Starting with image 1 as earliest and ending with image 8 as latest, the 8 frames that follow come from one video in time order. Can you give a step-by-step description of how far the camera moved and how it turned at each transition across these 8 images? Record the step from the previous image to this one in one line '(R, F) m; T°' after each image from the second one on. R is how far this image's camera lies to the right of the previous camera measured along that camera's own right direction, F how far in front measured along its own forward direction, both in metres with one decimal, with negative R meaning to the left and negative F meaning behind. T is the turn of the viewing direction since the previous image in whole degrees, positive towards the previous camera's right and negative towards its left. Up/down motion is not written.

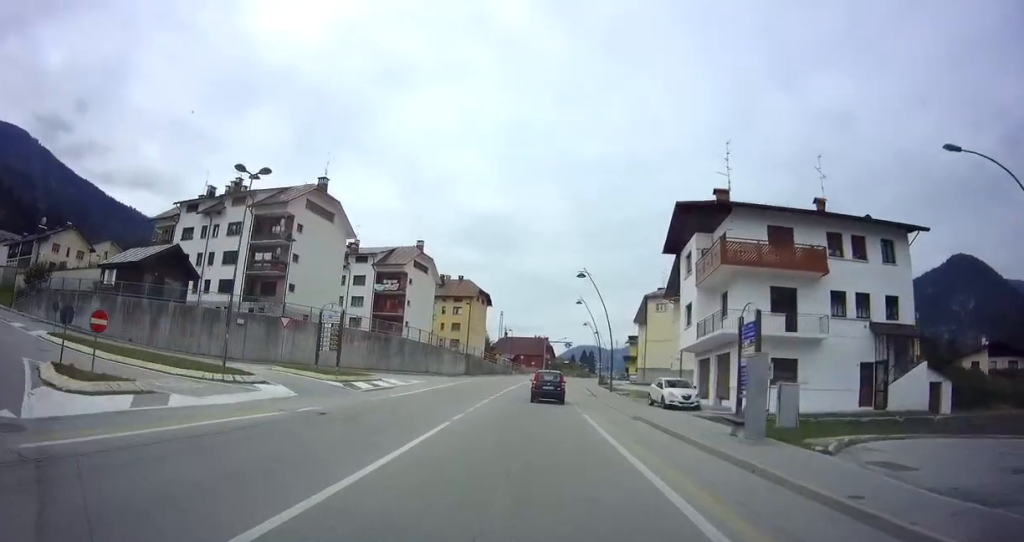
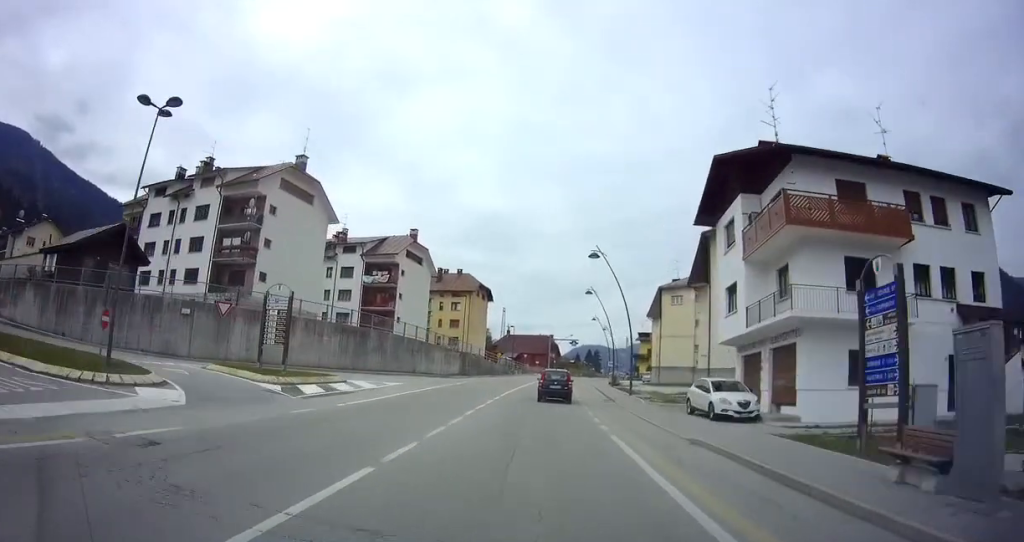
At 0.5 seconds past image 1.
(-0.1, +6.7) m; 0°
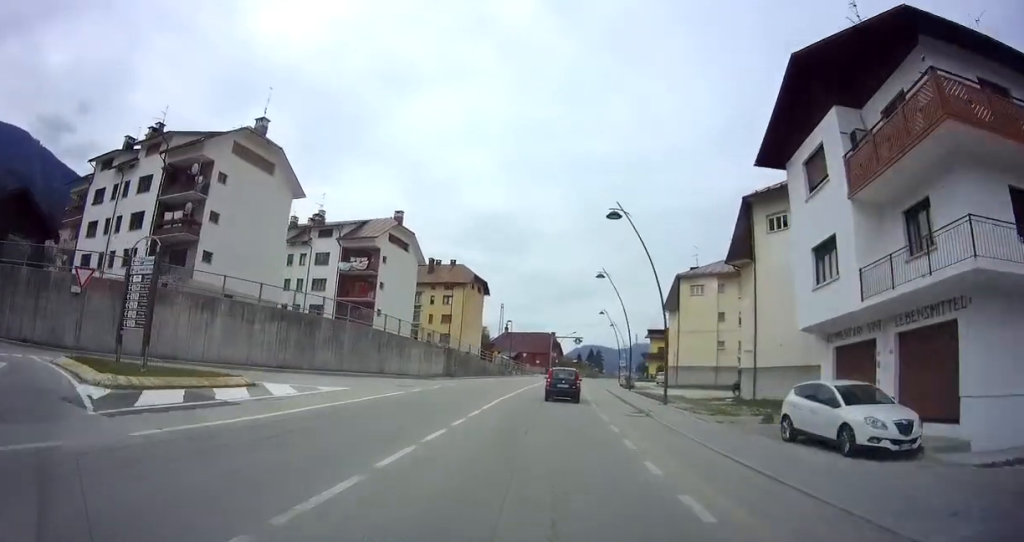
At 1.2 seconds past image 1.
(-0.1, +8.8) m; +1°
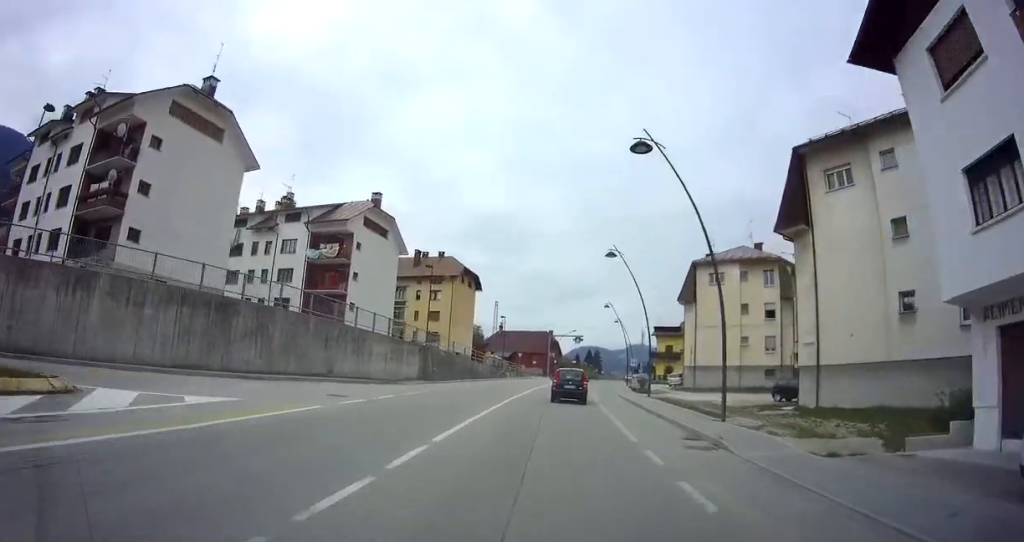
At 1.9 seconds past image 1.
(+0.2, +7.8) m; +1°
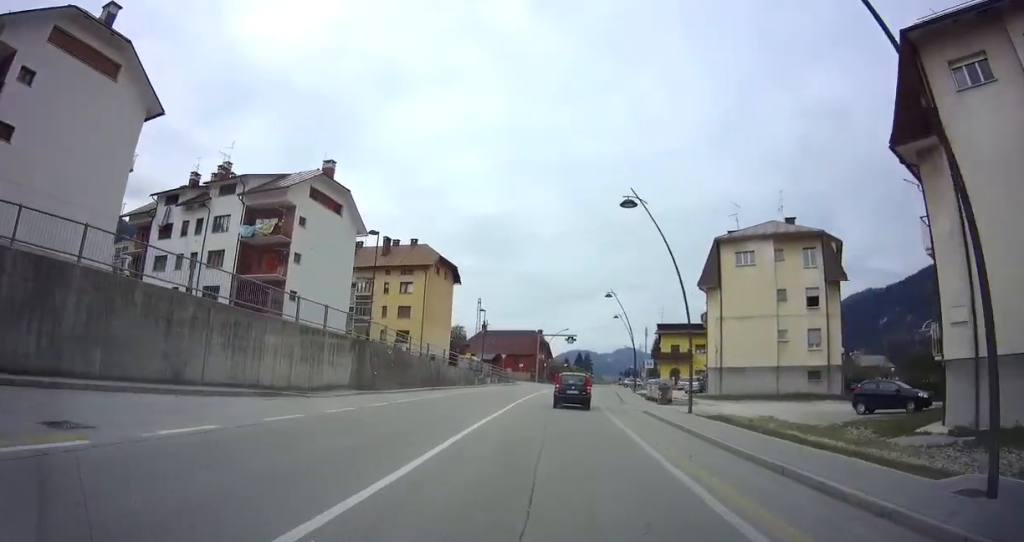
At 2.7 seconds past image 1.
(+0.2, +10.4) m; +1°
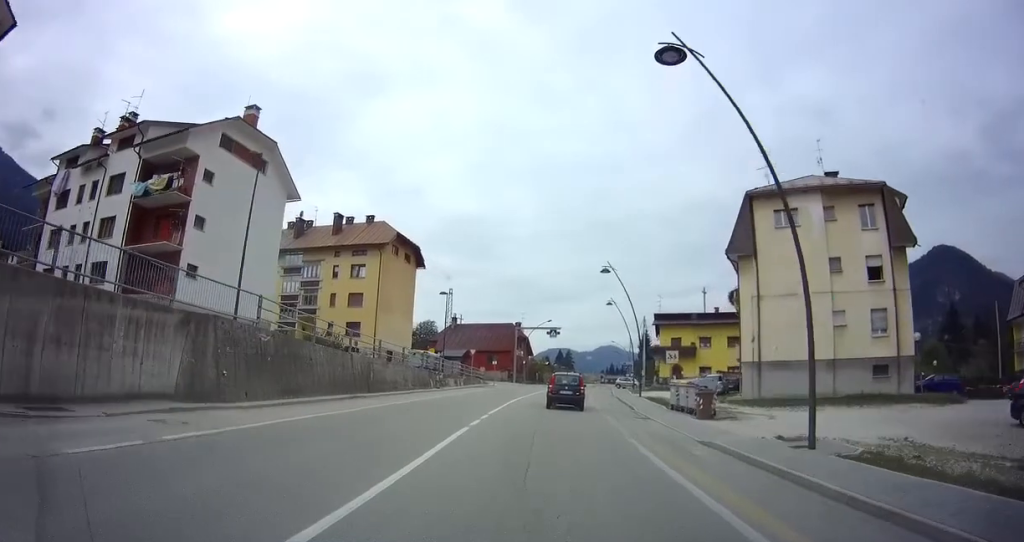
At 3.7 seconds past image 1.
(0.0, +11.2) m; +1°
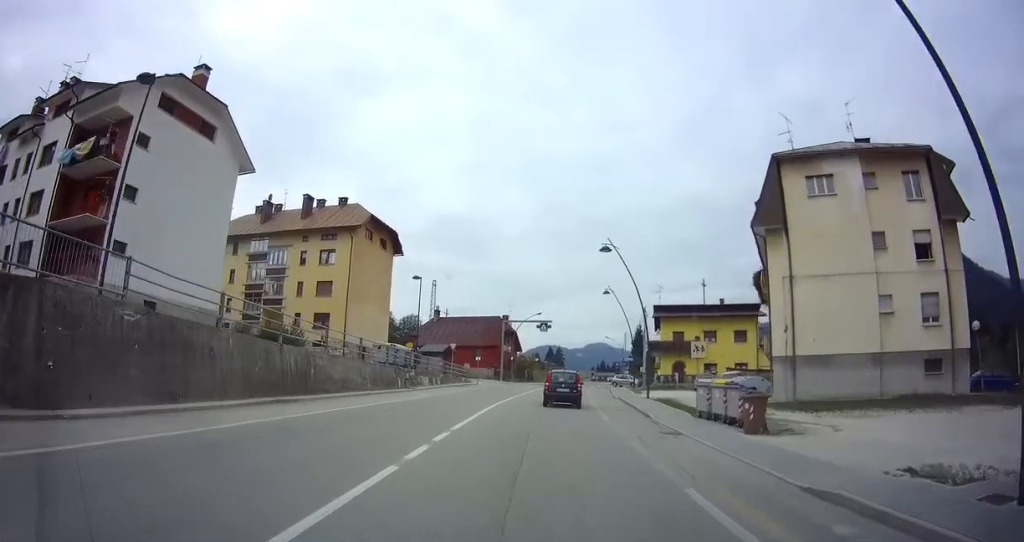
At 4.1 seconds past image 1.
(-0.1, +5.8) m; +1°
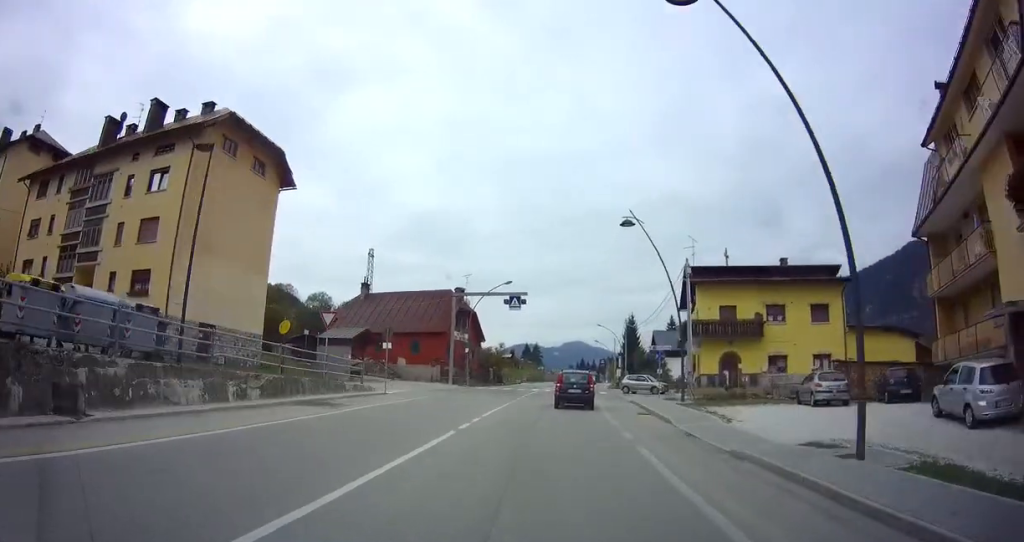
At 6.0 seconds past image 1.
(+0.3, +22.9) m; +1°
